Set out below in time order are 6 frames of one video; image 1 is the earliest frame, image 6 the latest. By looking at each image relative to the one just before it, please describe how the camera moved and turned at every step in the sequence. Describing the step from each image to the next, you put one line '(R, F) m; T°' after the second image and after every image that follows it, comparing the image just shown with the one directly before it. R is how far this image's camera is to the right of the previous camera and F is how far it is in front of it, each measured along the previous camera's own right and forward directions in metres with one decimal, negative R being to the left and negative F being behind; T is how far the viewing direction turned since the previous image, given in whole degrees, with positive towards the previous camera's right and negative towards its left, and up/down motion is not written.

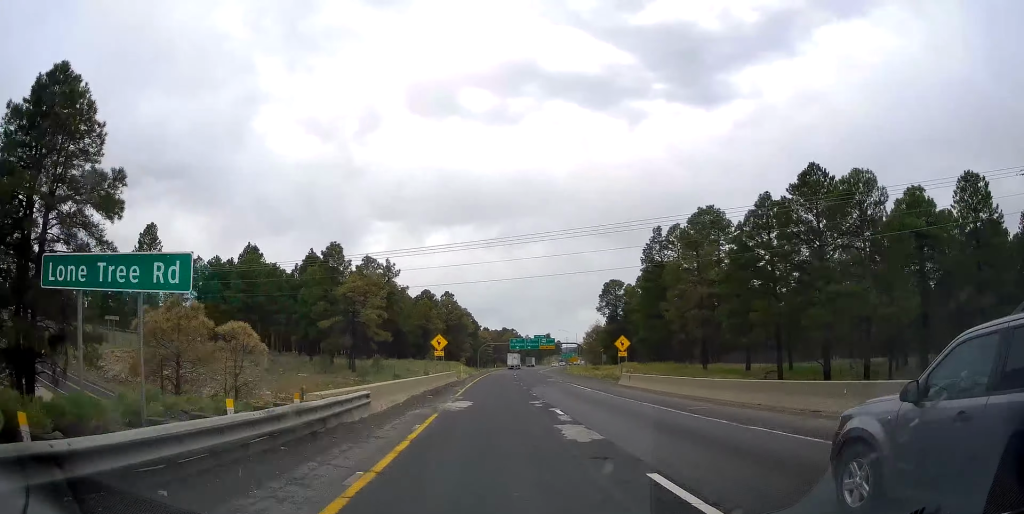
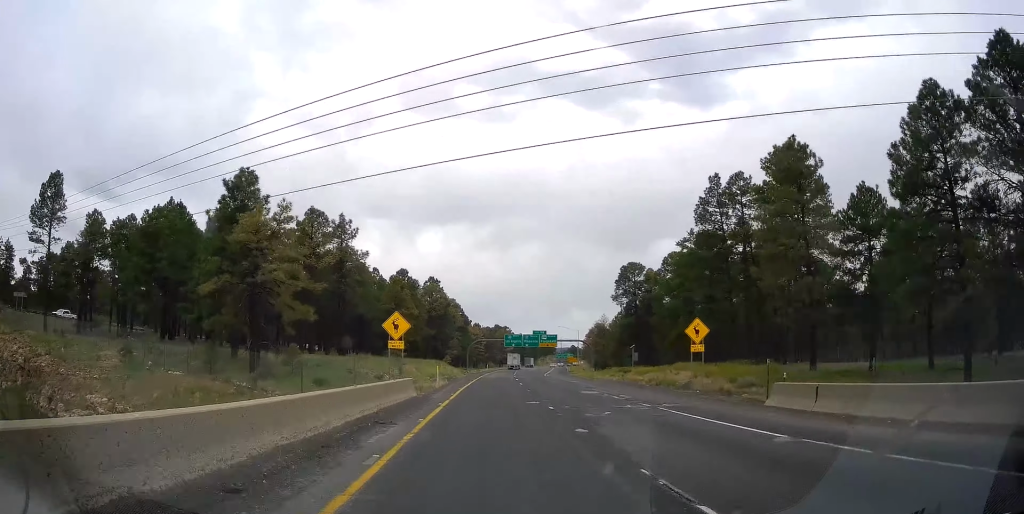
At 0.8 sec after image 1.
(+0.6, +23.1) m; +1°
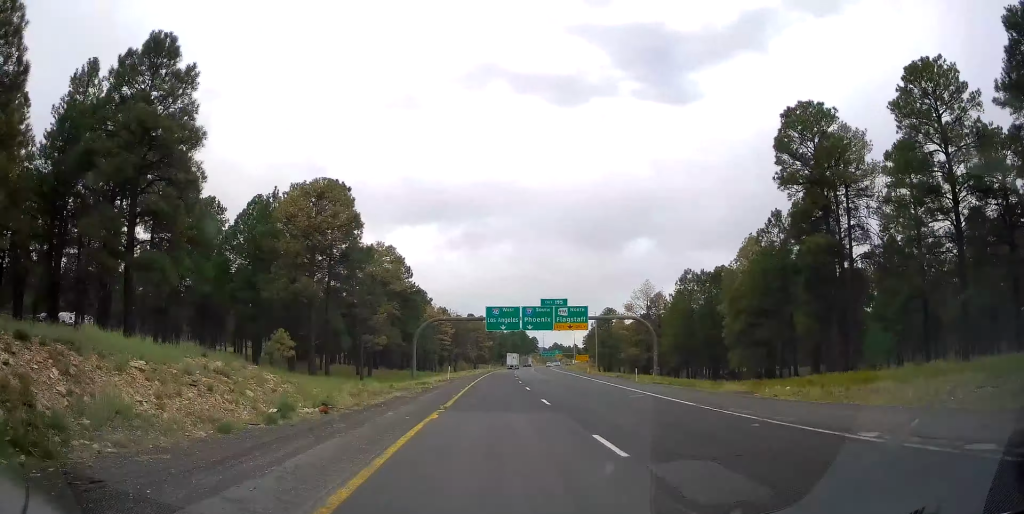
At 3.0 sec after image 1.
(+1.4, +68.7) m; +4°
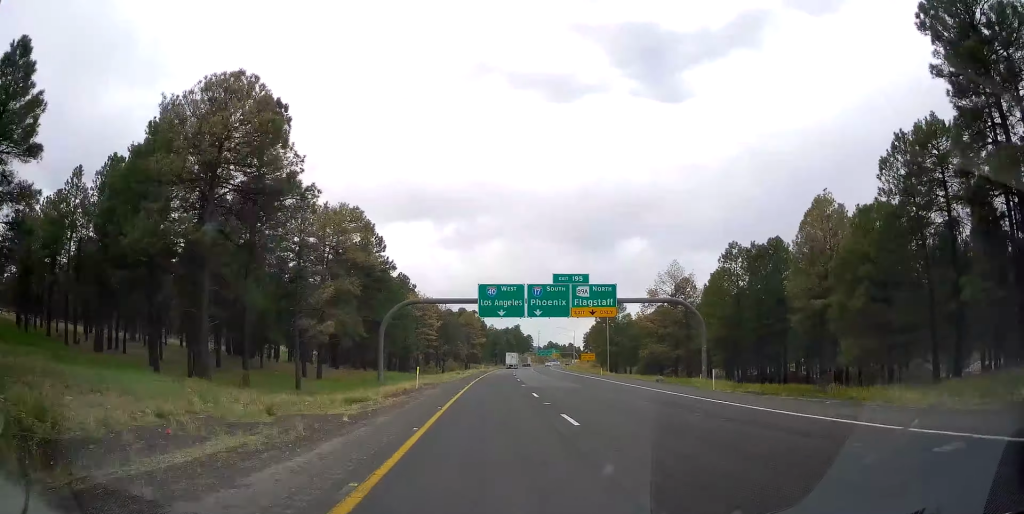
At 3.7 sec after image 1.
(+0.3, +19.4) m; 0°
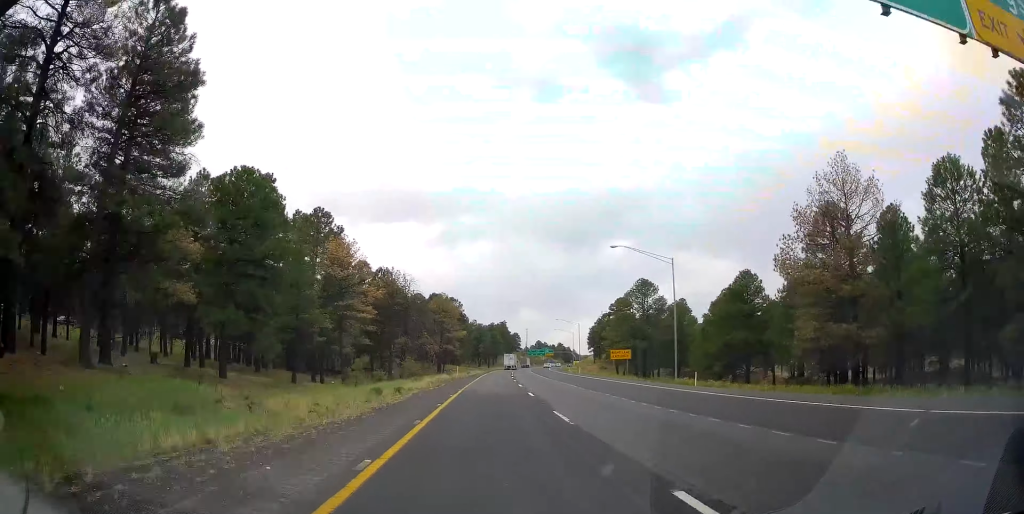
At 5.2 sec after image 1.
(0.0, +48.1) m; +1°
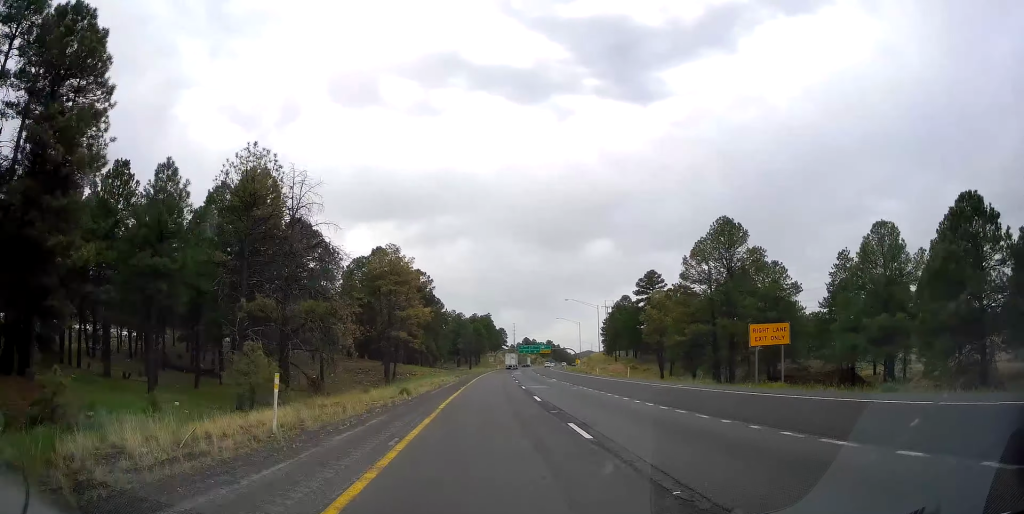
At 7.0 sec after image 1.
(+1.2, +53.5) m; +1°
